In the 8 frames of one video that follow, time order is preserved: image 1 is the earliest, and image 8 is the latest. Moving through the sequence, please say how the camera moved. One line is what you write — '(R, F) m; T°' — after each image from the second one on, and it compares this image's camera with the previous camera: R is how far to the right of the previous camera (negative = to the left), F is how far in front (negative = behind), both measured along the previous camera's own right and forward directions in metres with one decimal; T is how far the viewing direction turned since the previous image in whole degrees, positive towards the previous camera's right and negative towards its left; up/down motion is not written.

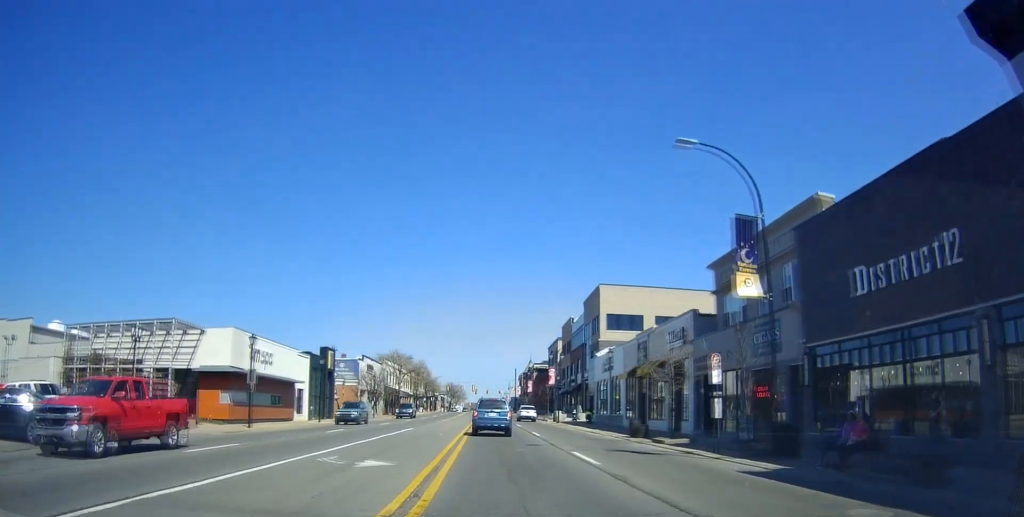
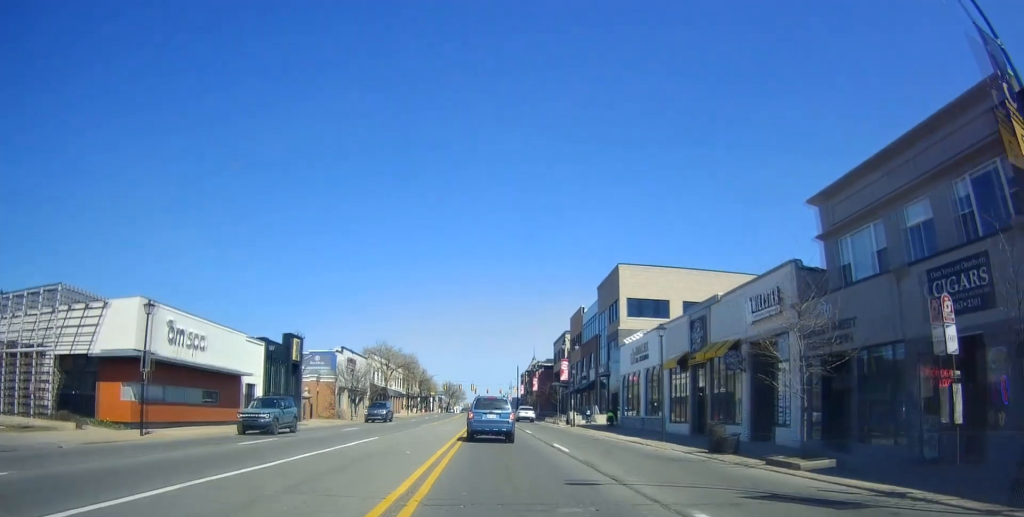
(-0.2, +11.1) m; +2°
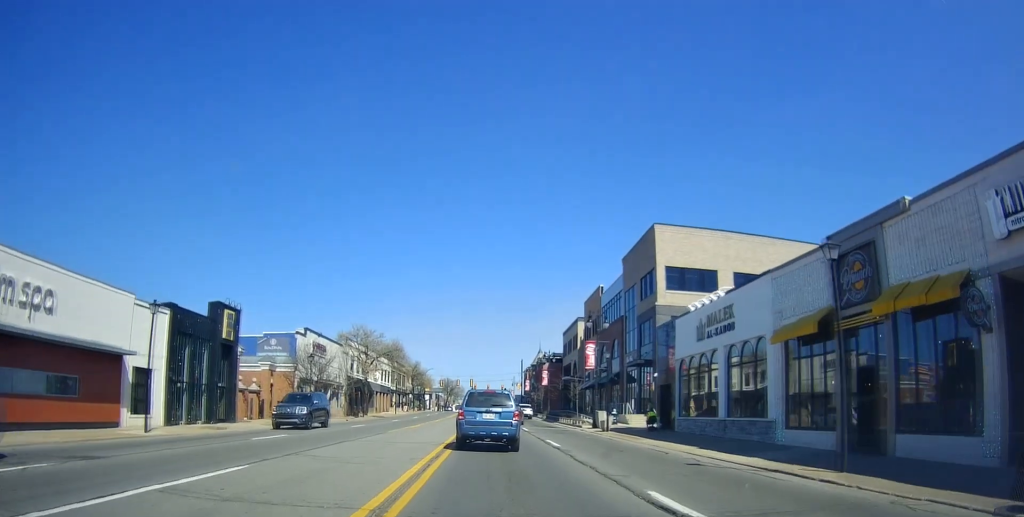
(+0.8, +14.4) m; +1°
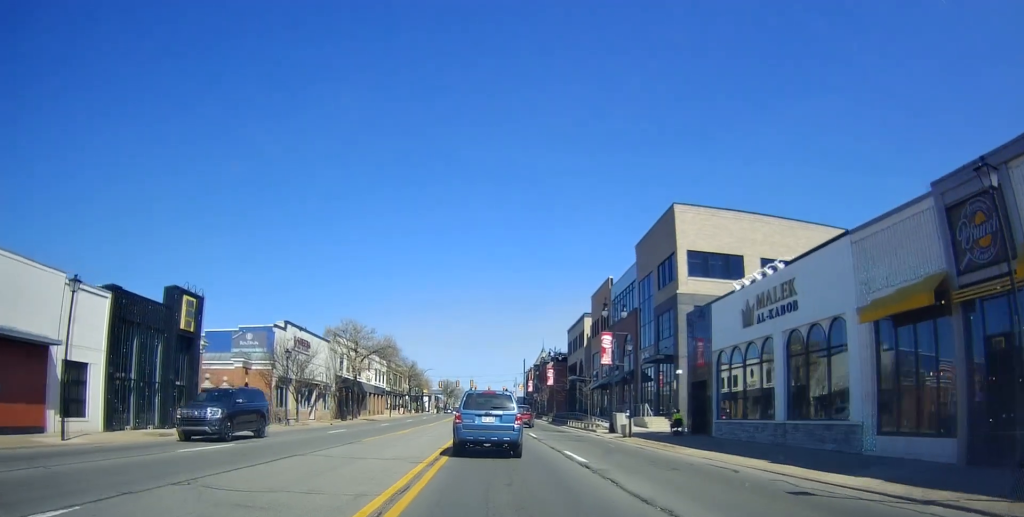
(-0.3, +6.2) m; -2°
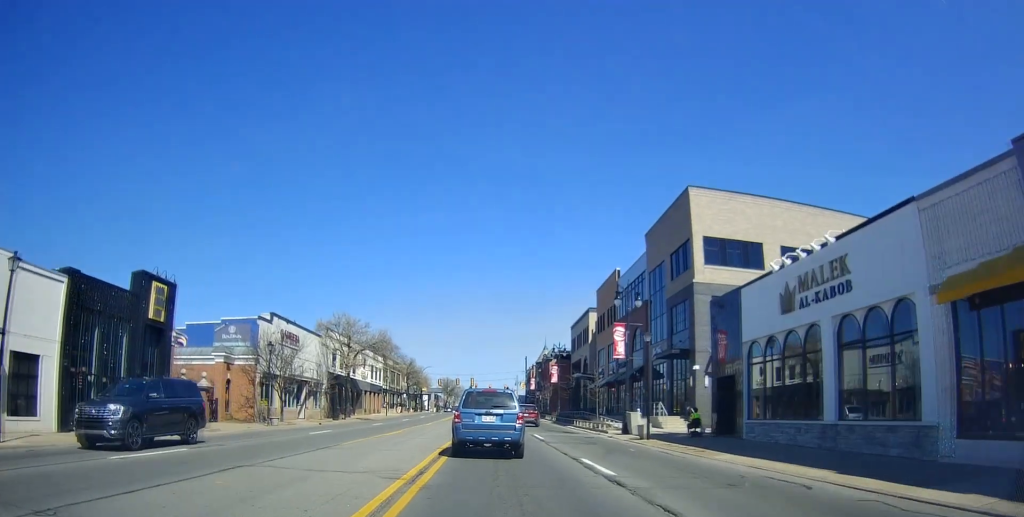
(-0.3, +3.9) m; -1°
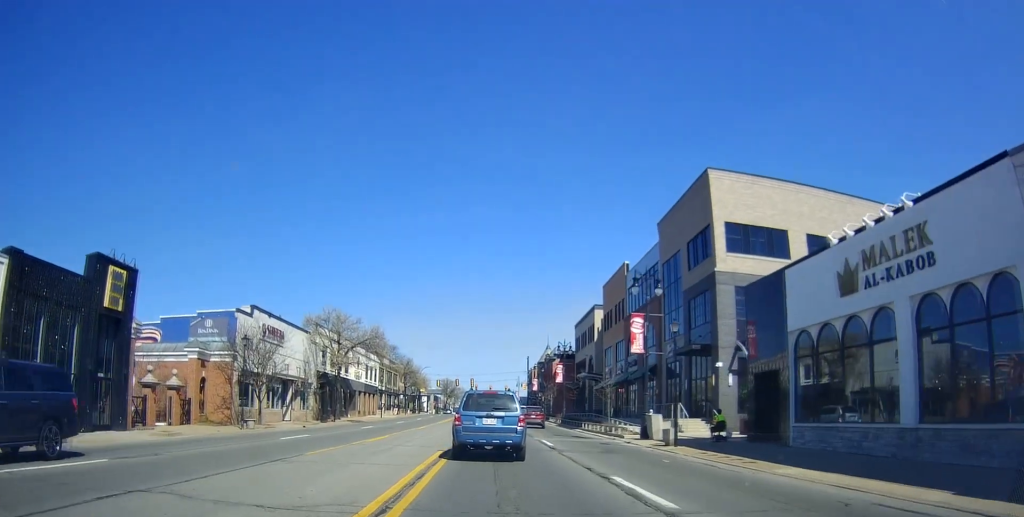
(+0.2, +4.2) m; +1°
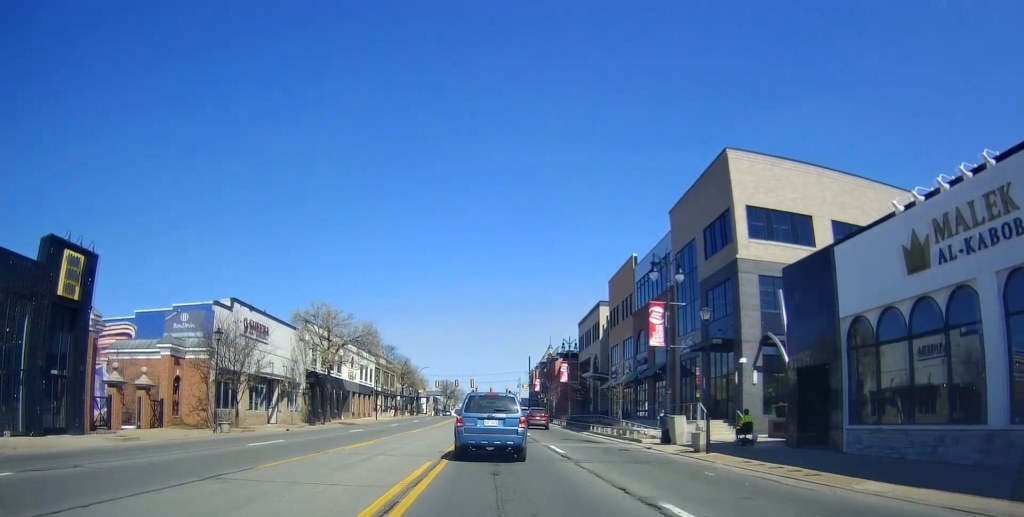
(+0.2, +3.7) m; +1°
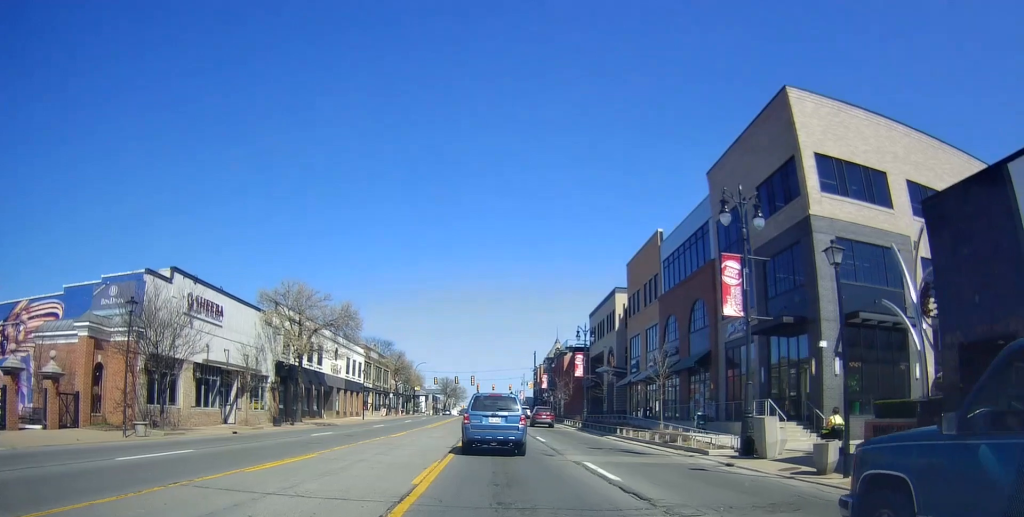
(-0.2, +7.8) m; -2°
